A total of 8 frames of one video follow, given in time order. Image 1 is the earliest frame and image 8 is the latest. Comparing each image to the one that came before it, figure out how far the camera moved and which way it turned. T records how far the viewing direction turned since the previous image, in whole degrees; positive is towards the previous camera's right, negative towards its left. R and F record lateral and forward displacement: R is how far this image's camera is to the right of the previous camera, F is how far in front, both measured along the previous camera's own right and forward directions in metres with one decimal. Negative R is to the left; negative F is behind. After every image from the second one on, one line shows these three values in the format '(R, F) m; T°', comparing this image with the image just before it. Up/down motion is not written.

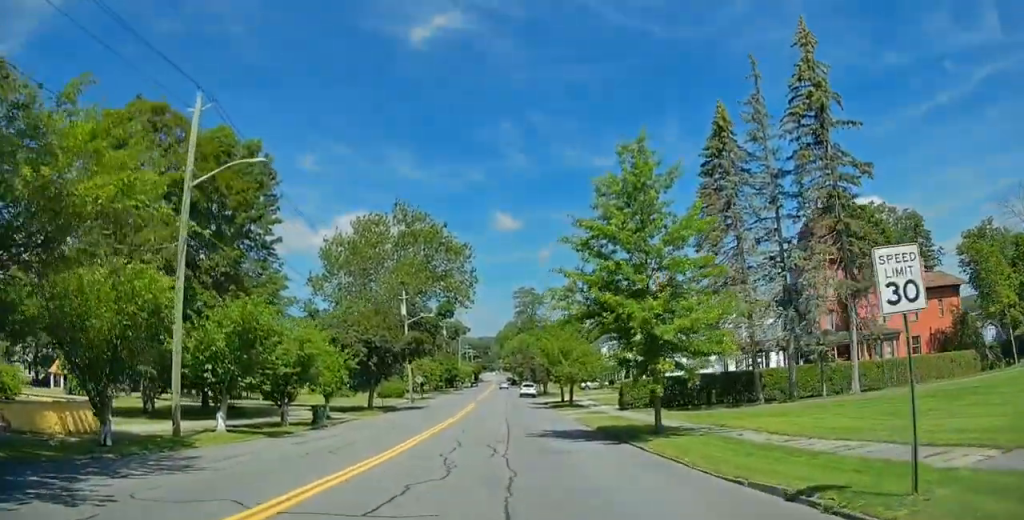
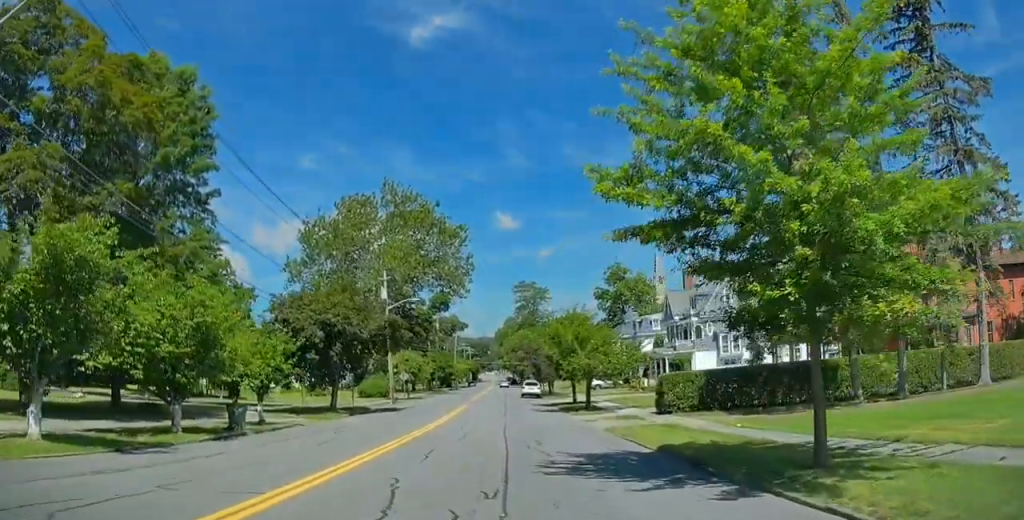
(-0.2, +9.9) m; -1°
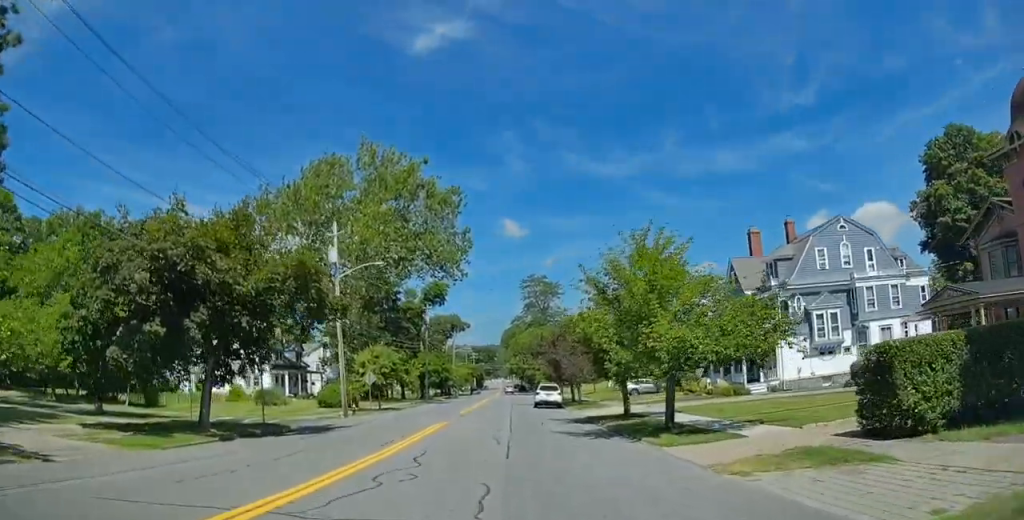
(+0.4, +18.0) m; +2°
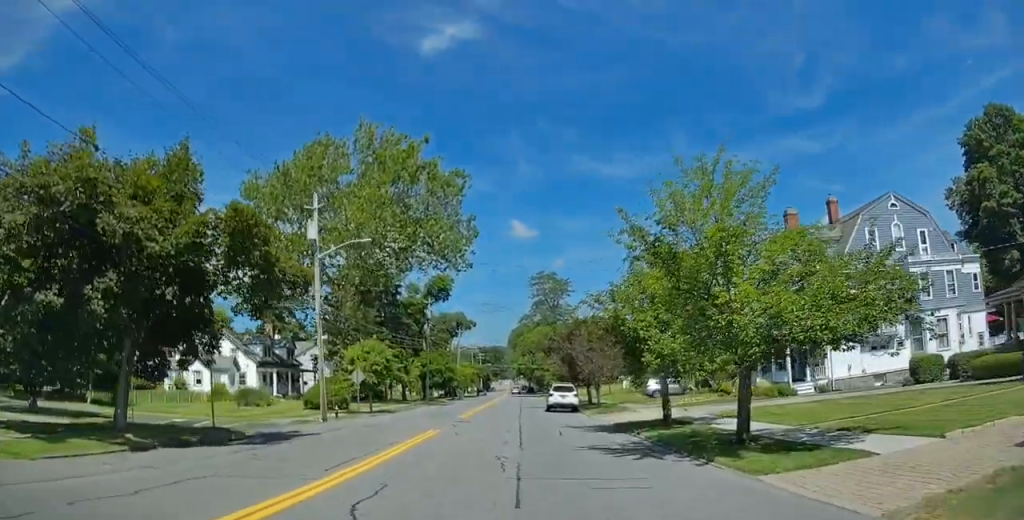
(0.0, +6.0) m; -1°
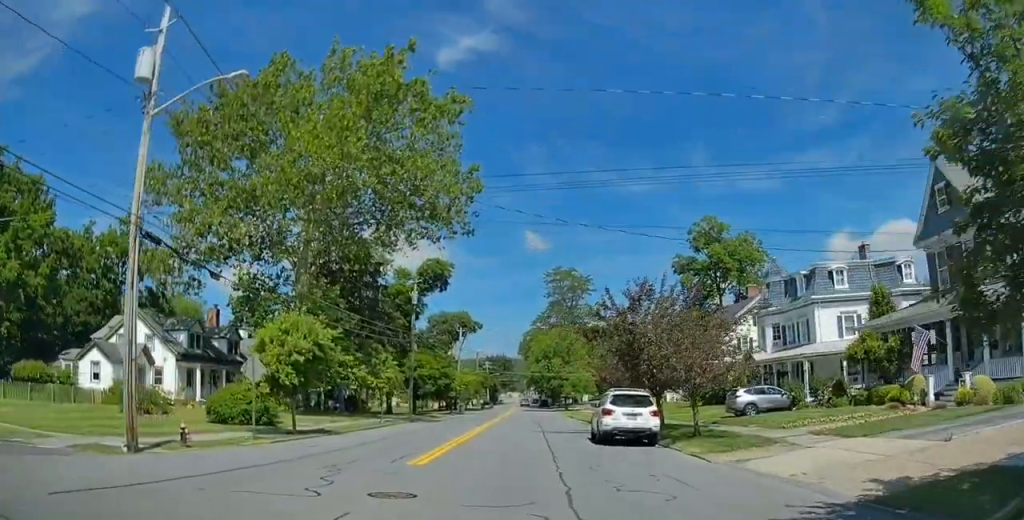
(+0.1, +18.8) m; 0°
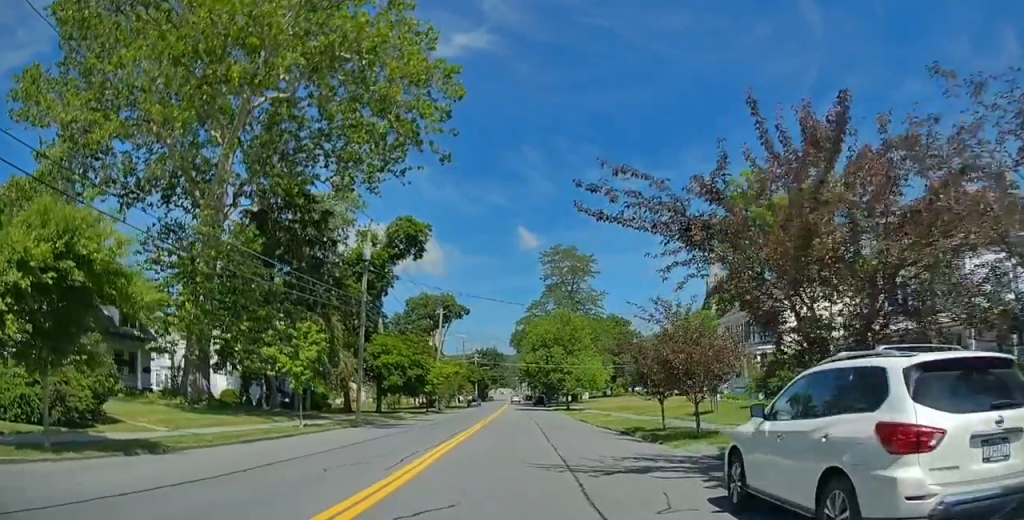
(-0.6, +15.6) m; 0°
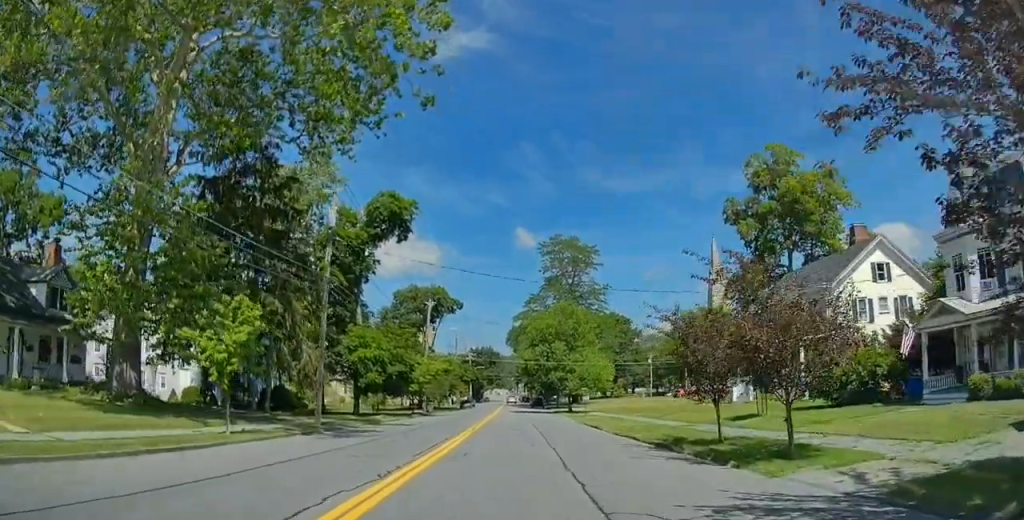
(+0.4, +7.4) m; +2°
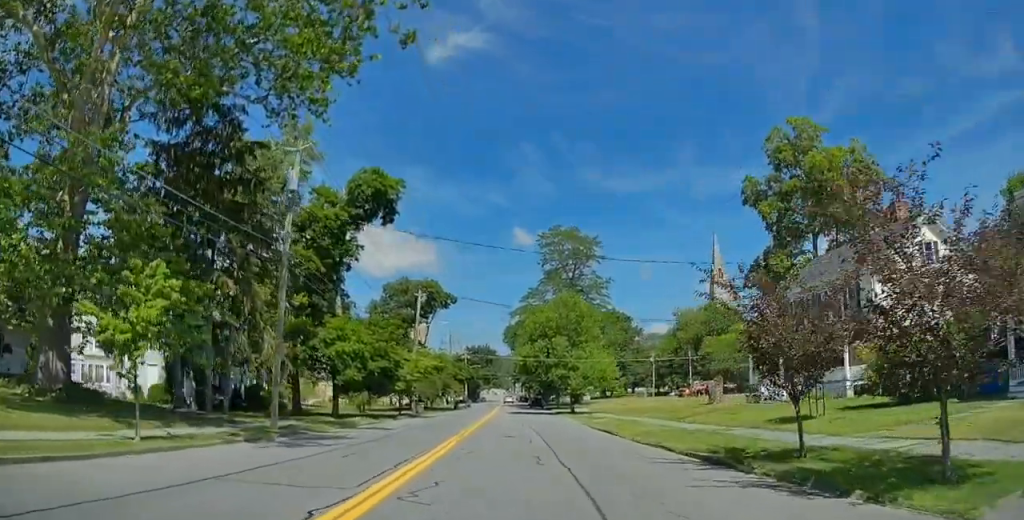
(+0.1, +5.8) m; +1°
